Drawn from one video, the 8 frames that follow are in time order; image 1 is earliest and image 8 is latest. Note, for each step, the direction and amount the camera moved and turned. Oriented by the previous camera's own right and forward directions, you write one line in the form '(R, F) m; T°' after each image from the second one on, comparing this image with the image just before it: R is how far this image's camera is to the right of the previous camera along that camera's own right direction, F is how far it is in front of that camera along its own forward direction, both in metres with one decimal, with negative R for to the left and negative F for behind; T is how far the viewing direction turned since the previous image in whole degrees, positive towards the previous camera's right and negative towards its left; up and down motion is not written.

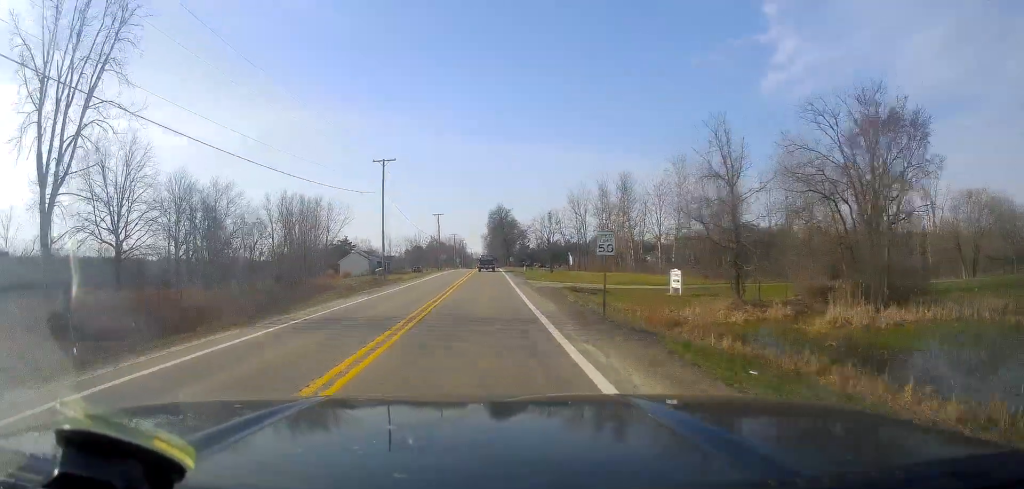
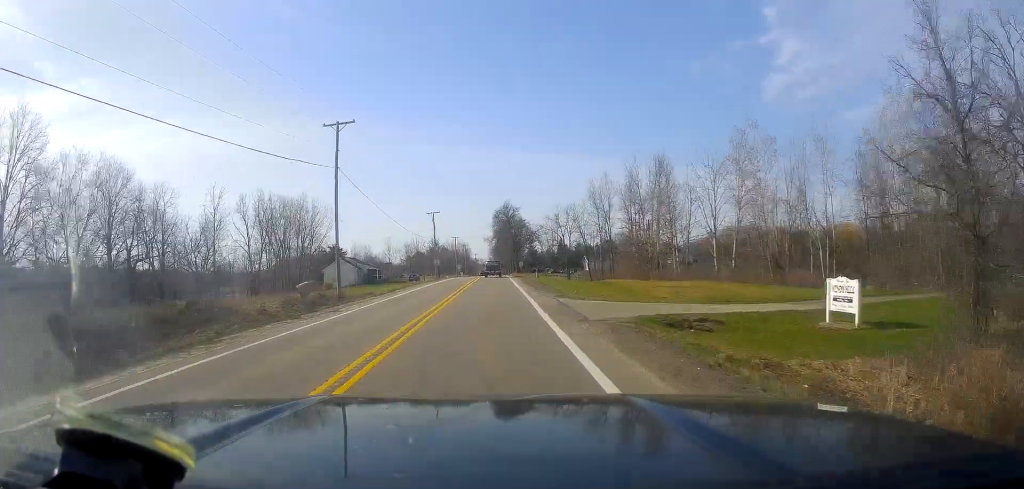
(0.0, +18.8) m; 0°
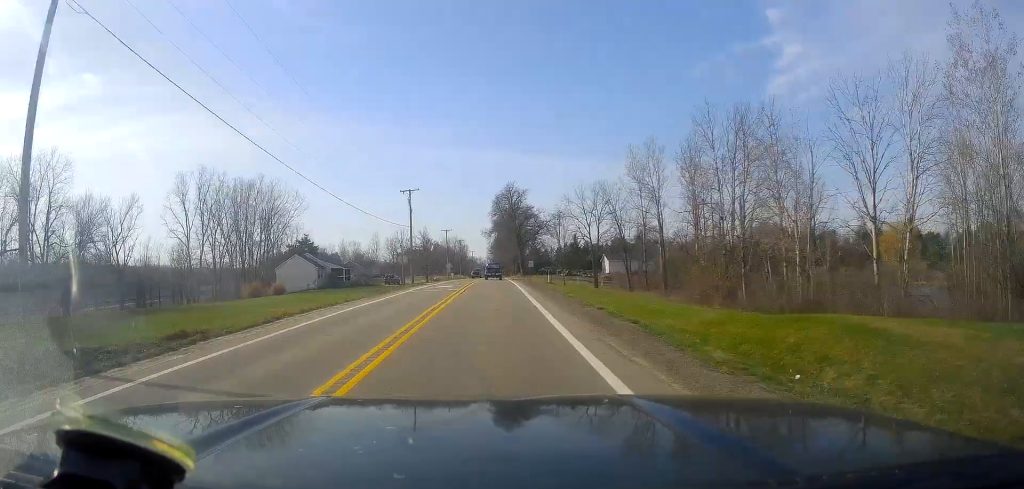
(-0.4, +28.4) m; -2°
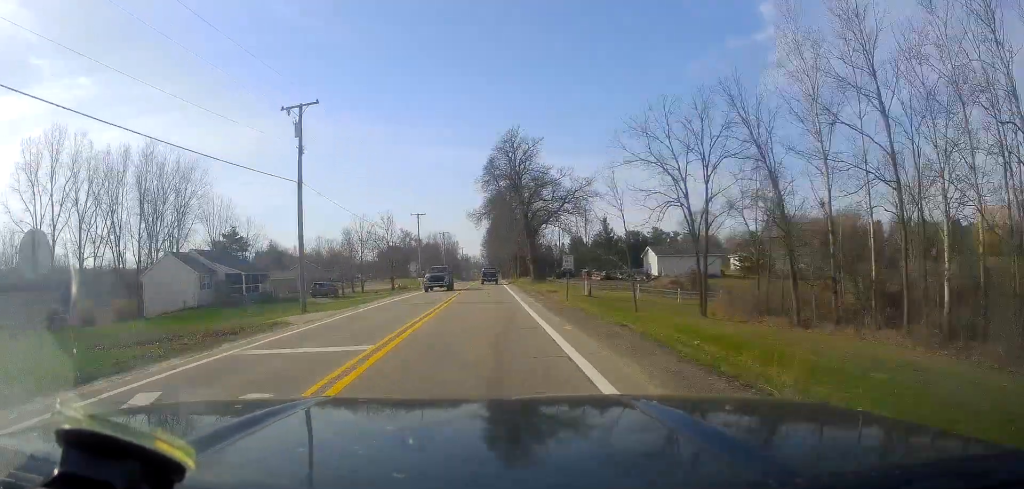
(+0.4, +40.8) m; +2°
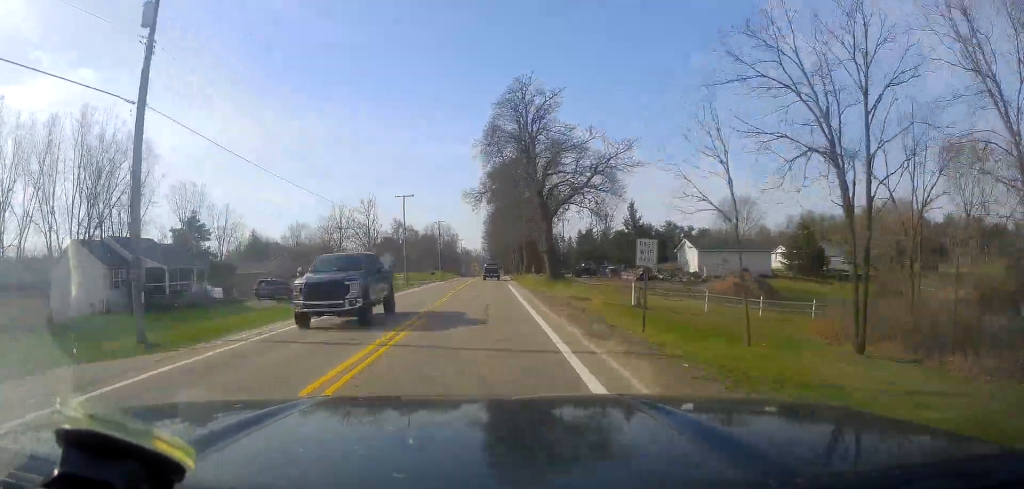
(0.0, +16.3) m; 0°
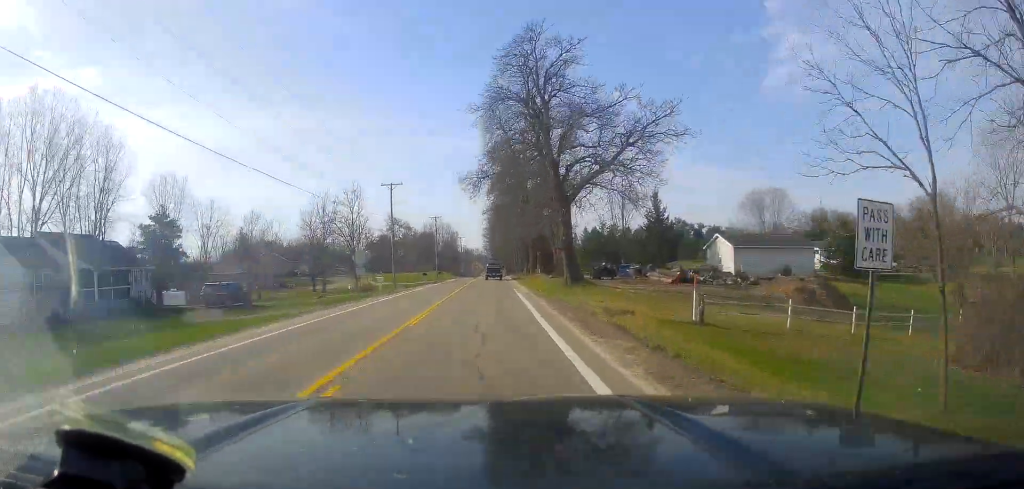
(0.0, +10.0) m; 0°
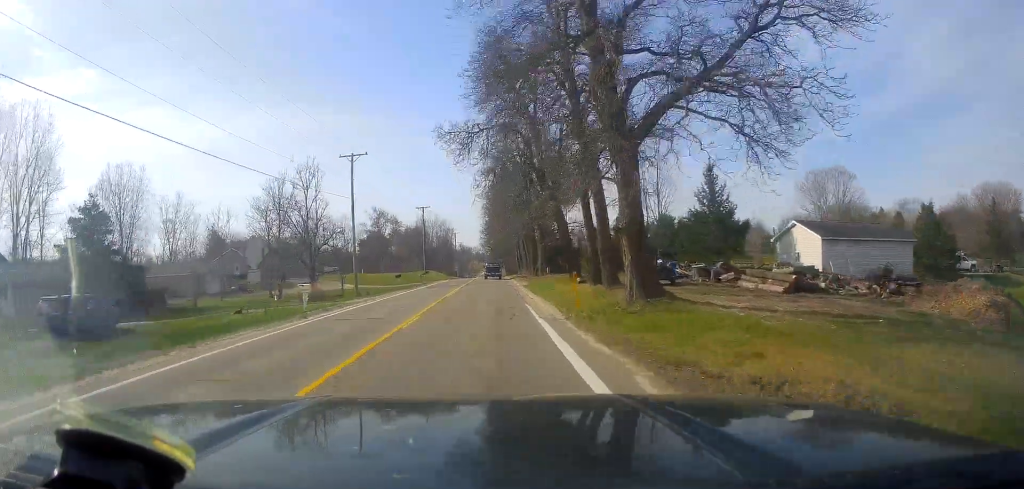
(0.0, +16.9) m; 0°
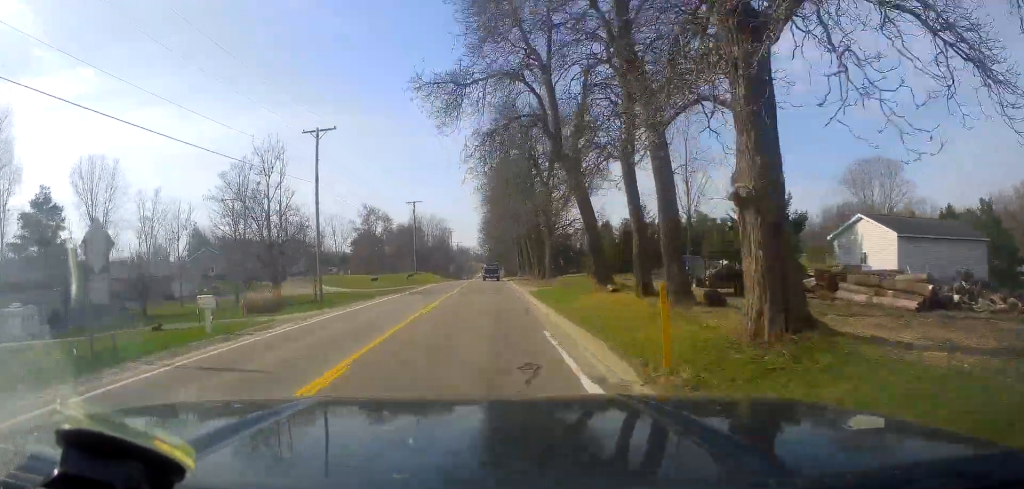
(0.0, +9.3) m; 0°
